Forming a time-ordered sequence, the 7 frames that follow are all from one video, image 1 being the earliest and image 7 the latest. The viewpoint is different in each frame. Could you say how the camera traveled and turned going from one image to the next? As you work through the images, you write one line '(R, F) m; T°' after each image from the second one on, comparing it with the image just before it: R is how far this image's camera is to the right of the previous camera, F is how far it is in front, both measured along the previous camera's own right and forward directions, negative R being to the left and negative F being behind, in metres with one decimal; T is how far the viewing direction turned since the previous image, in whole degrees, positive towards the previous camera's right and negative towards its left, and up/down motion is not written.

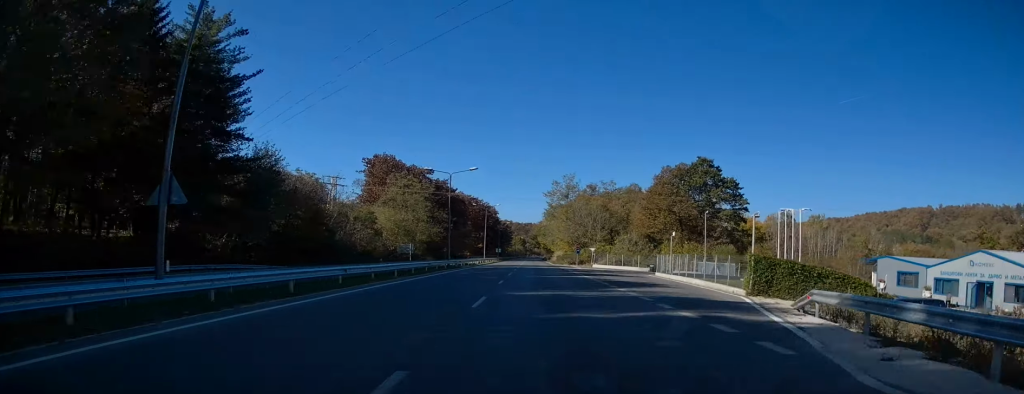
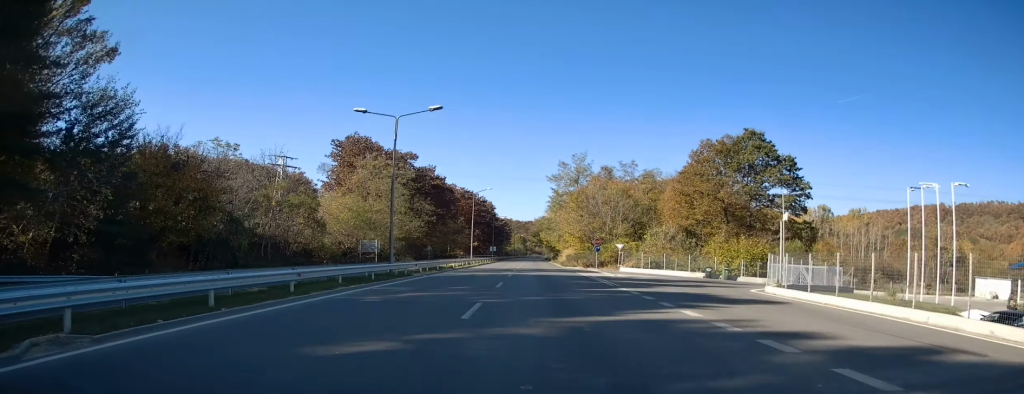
(0.0, +19.2) m; -1°
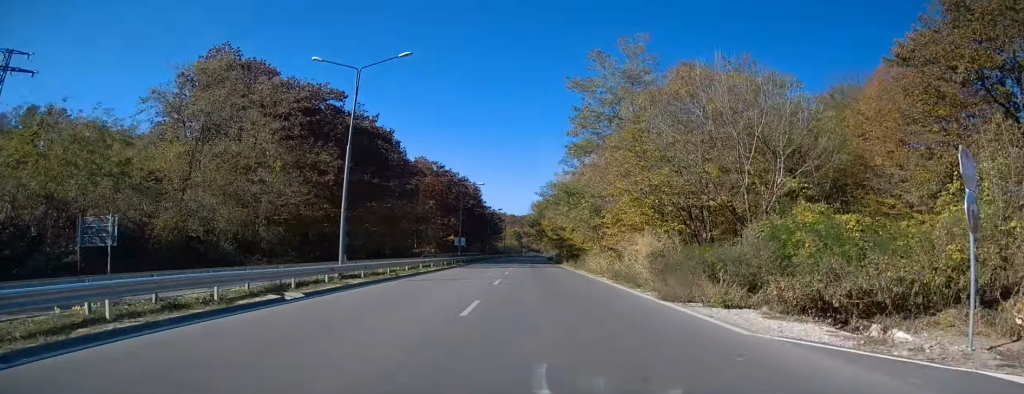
(-0.3, +43.5) m; 0°
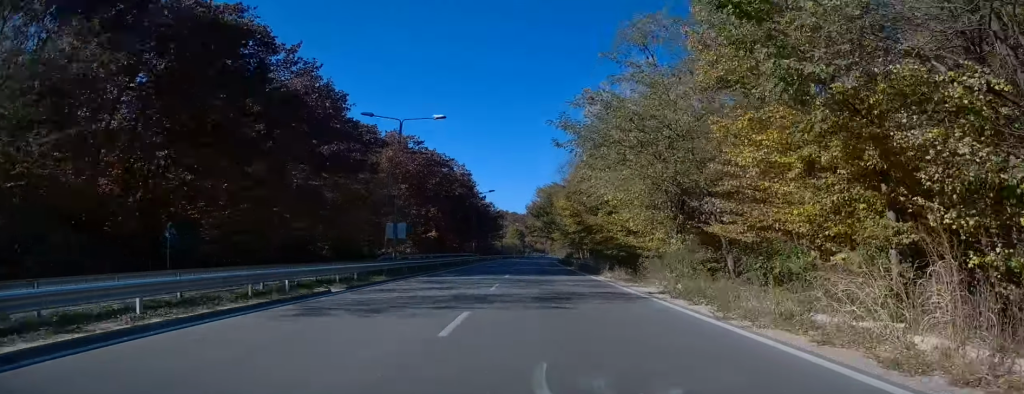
(+0.3, +29.4) m; +1°
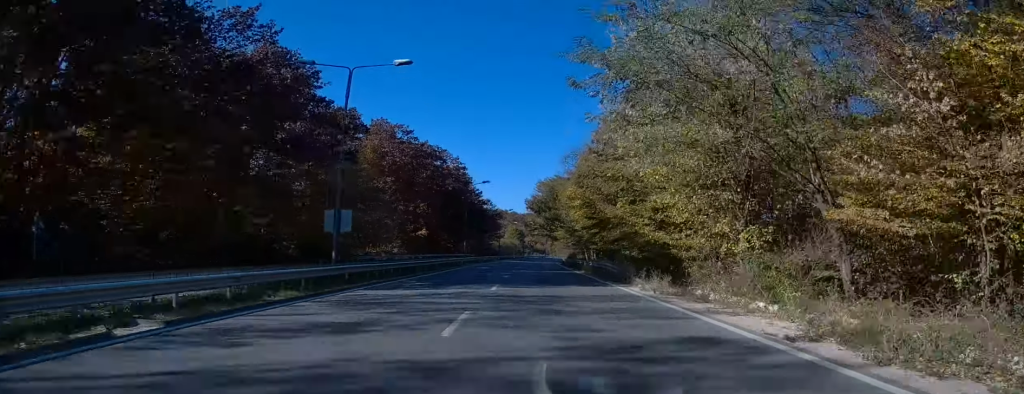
(+0.2, +9.1) m; 0°
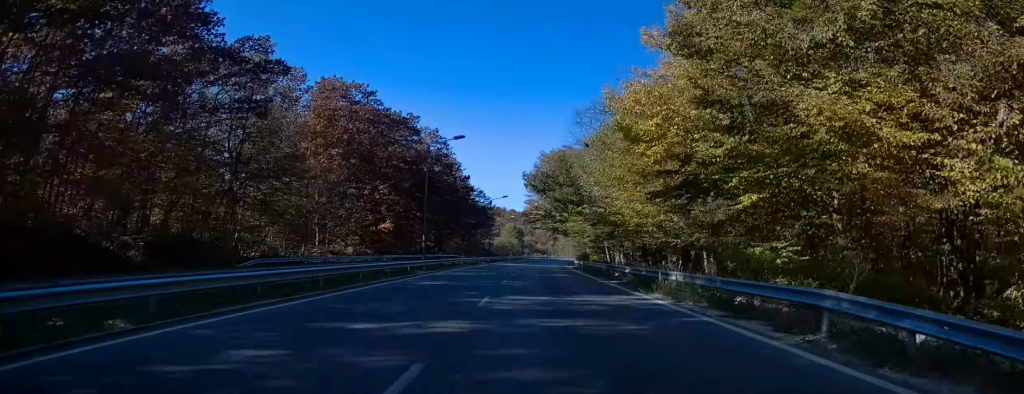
(-0.4, +22.6) m; -1°
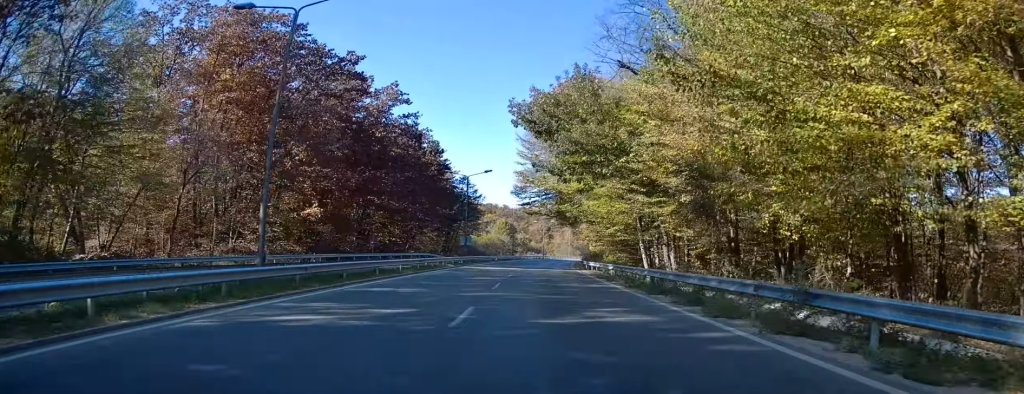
(-0.1, +21.2) m; +1°
